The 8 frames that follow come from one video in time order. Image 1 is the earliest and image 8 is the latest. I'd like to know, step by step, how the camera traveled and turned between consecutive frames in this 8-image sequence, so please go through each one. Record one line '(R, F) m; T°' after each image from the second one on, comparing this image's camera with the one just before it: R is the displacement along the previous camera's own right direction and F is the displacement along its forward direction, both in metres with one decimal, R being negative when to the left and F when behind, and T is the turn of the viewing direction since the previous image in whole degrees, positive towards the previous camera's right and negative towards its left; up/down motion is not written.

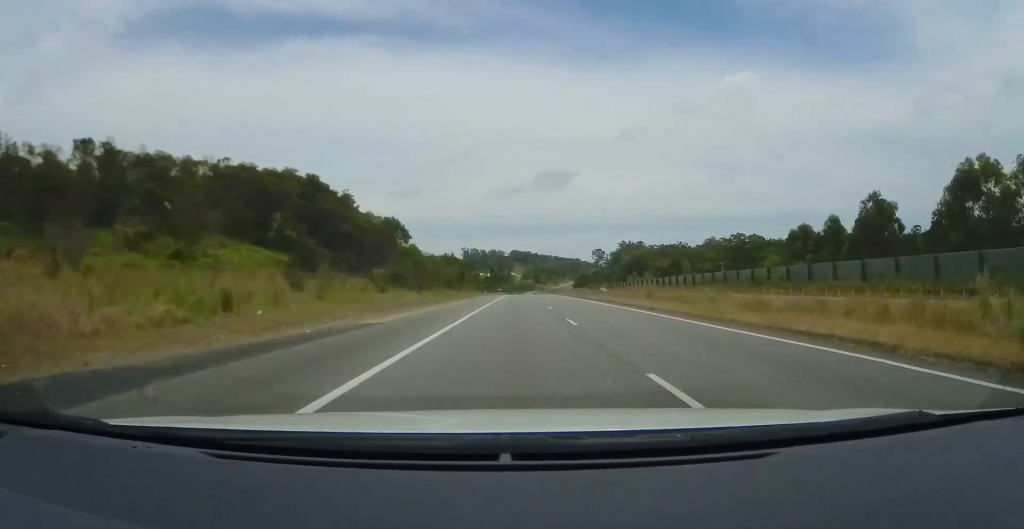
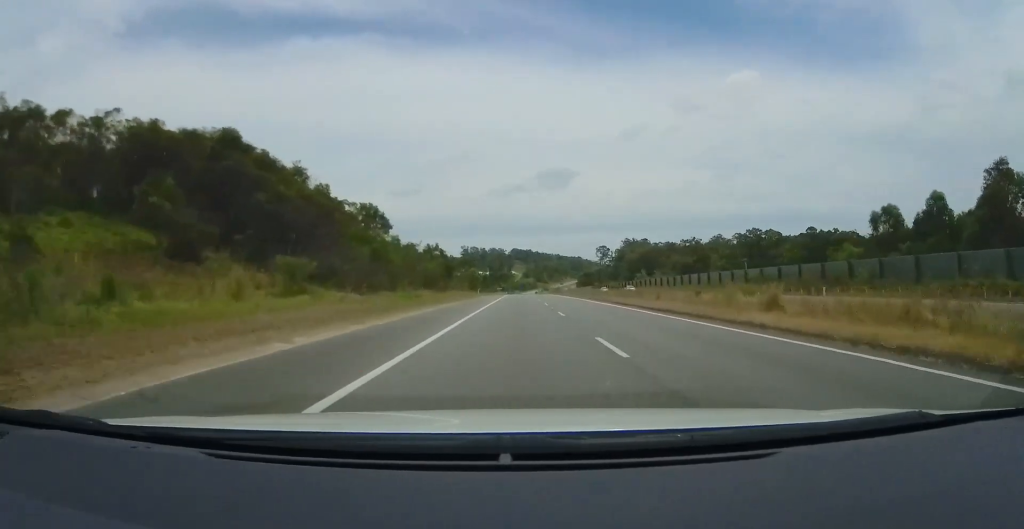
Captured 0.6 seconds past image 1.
(-0.2, +19.1) m; -1°
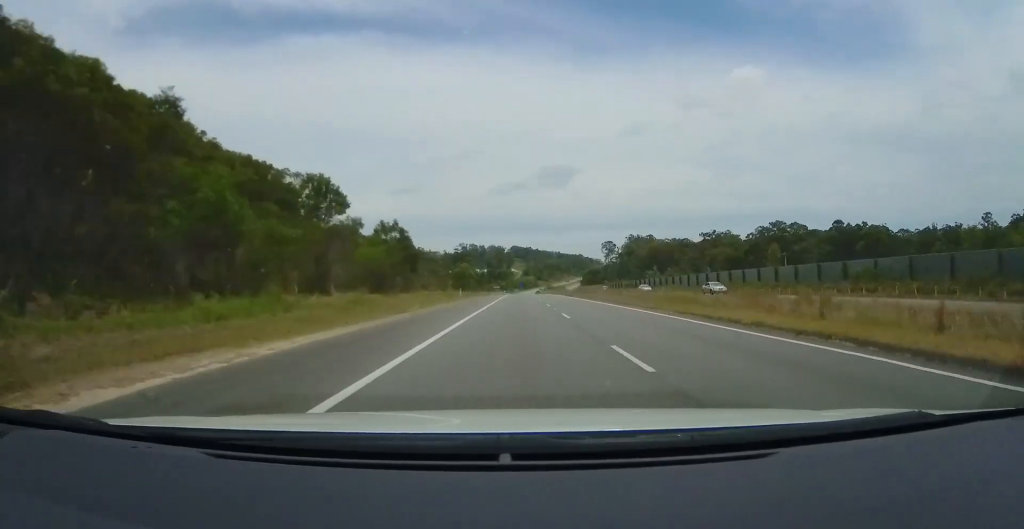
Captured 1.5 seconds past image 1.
(0.0, +25.3) m; +1°
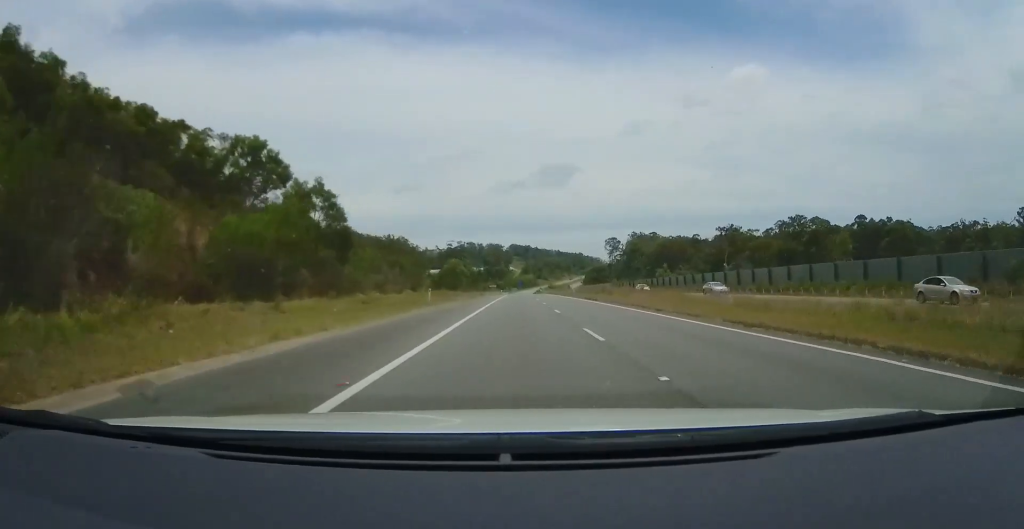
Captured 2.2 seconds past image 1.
(+0.2, +20.6) m; 0°
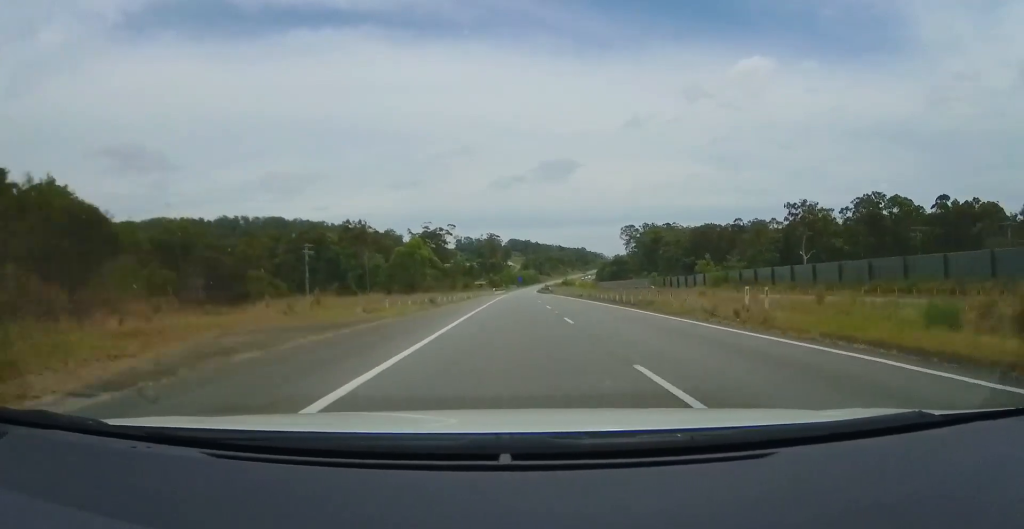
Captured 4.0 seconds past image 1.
(-0.3, +55.7) m; -1°
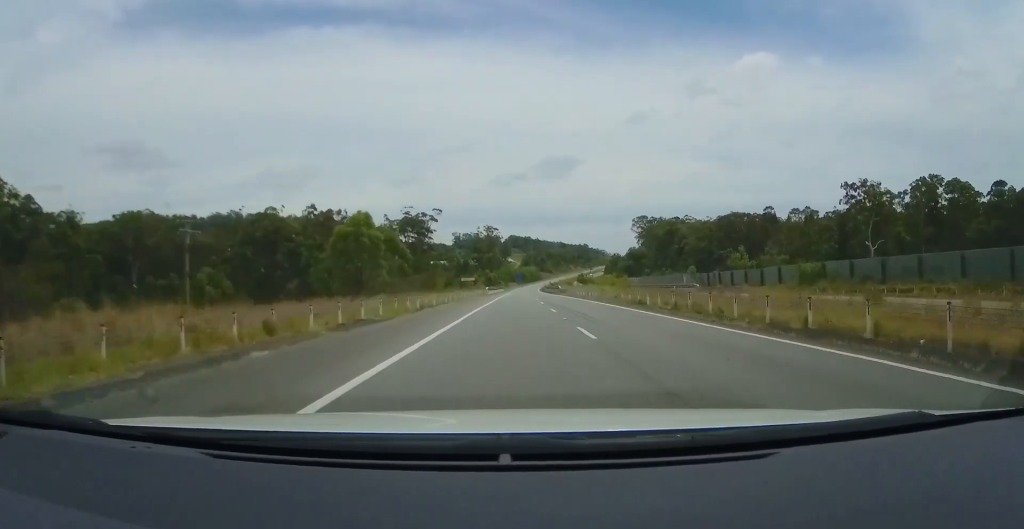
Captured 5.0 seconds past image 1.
(+0.1, +29.0) m; +1°
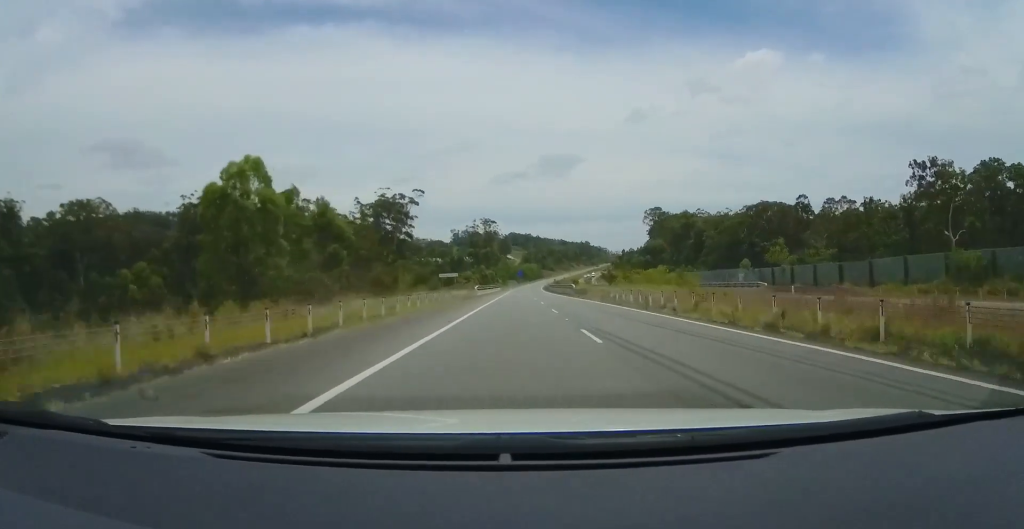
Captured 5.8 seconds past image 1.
(+0.3, +25.3) m; 0°
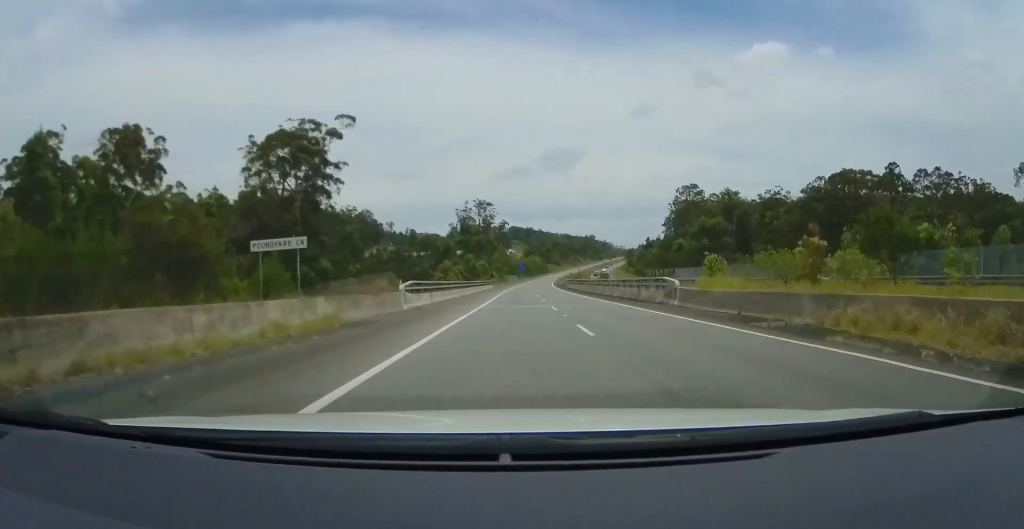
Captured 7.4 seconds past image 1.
(-0.6, +46.6) m; -1°
